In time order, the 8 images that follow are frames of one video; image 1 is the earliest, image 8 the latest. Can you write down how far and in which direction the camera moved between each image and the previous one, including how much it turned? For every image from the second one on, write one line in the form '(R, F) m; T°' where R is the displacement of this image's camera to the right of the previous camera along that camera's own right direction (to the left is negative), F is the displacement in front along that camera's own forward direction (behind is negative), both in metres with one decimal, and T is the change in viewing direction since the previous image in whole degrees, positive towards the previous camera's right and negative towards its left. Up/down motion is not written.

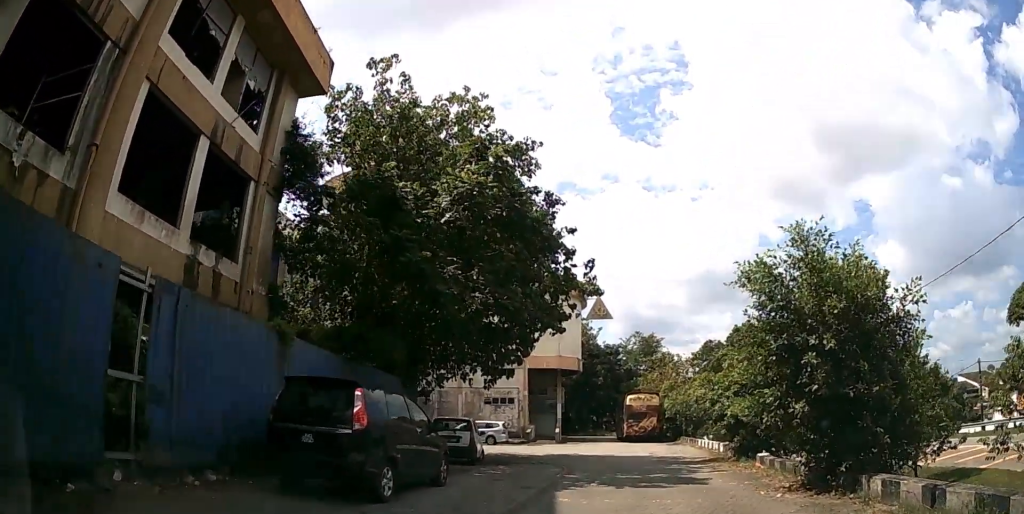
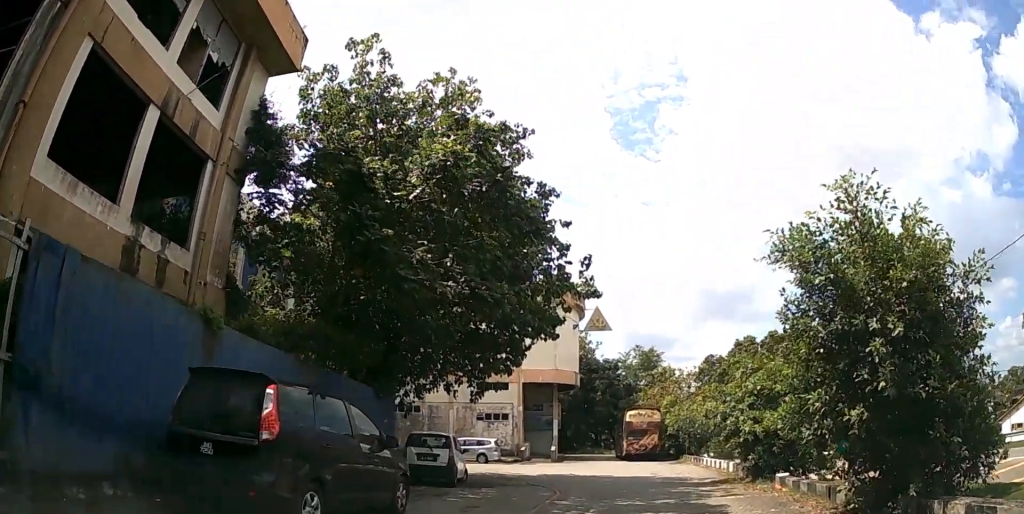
(0.0, +2.0) m; 0°
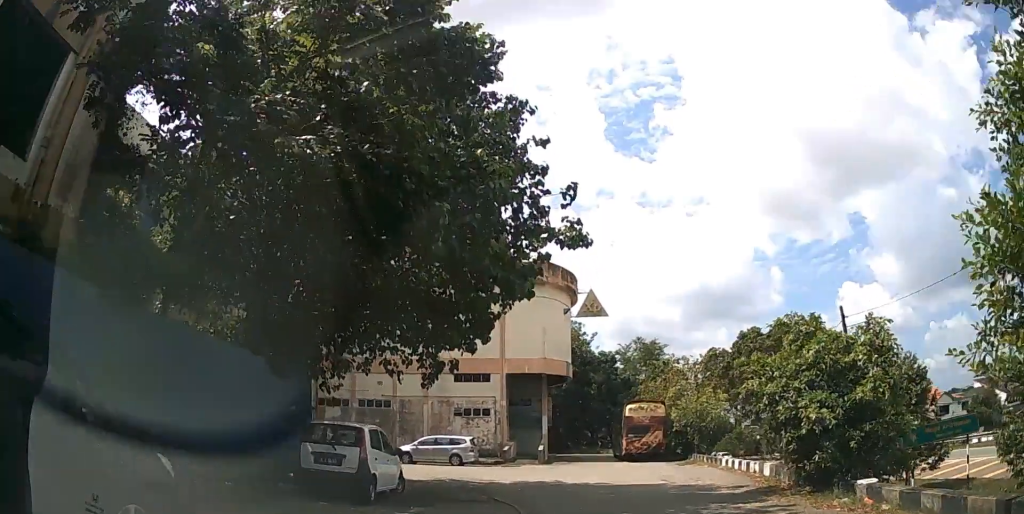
(-0.1, +4.9) m; -4°
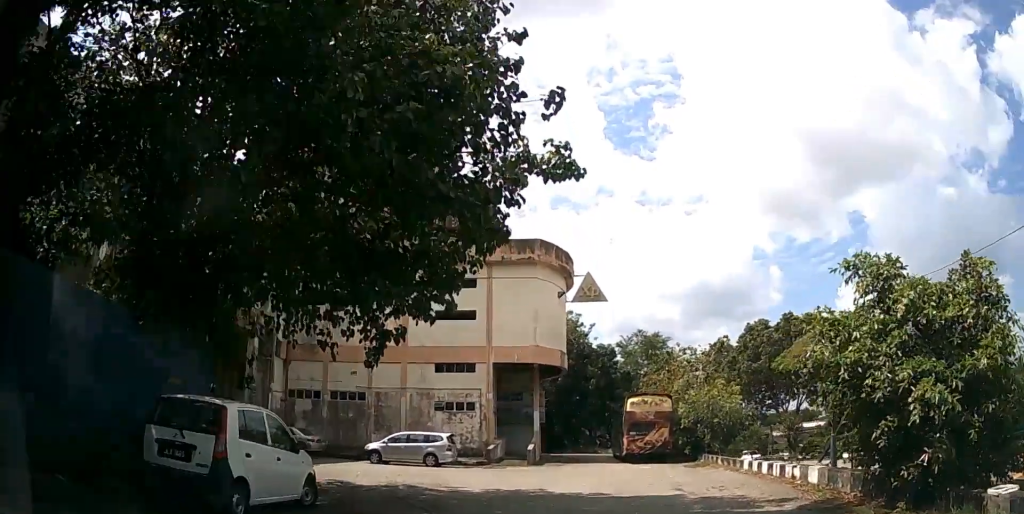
(-0.1, +3.2) m; -2°
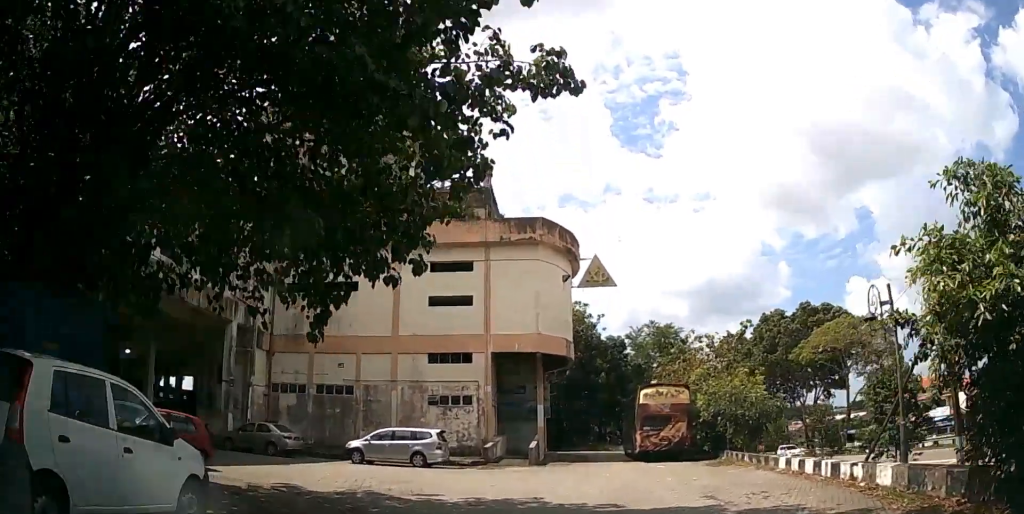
(0.0, +2.5) m; 0°
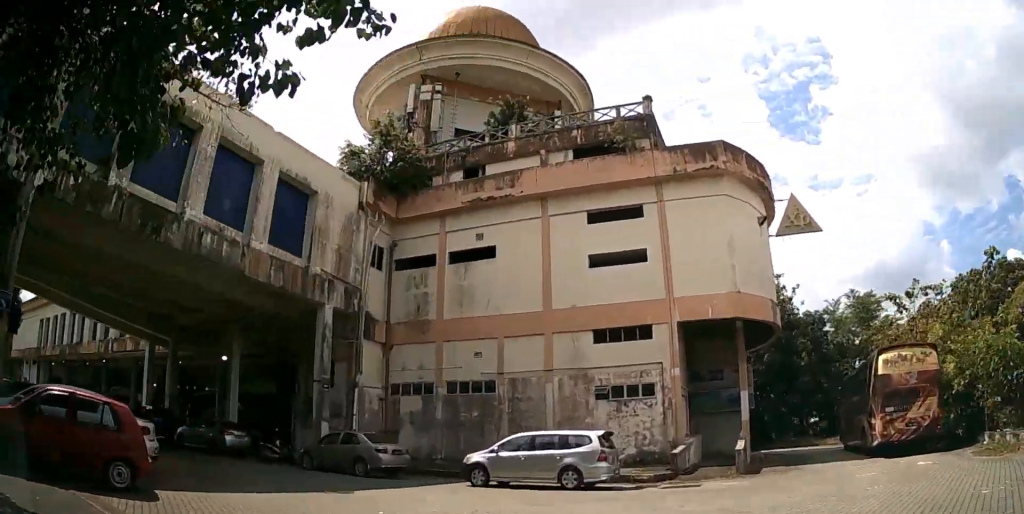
(0.0, +7.0) m; -9°
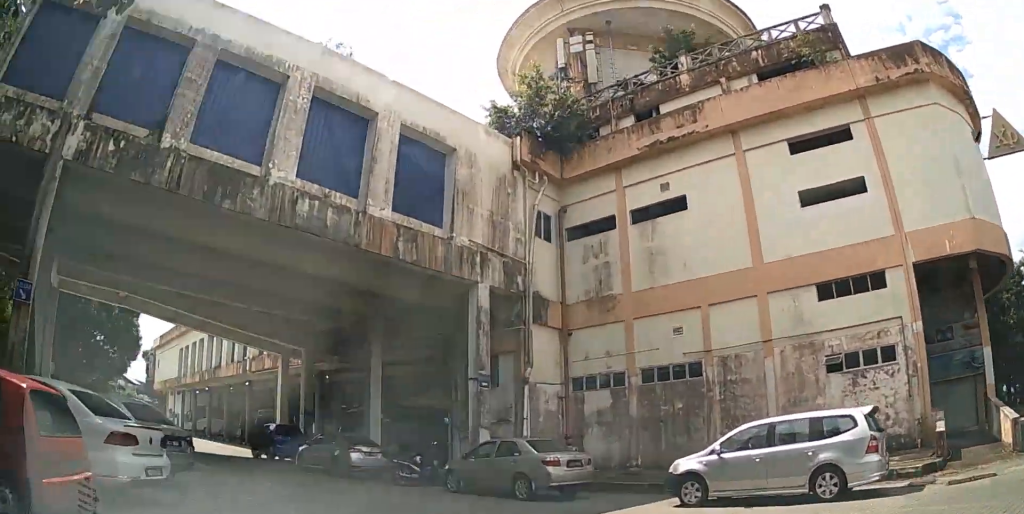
(-0.8, +5.0) m; -14°
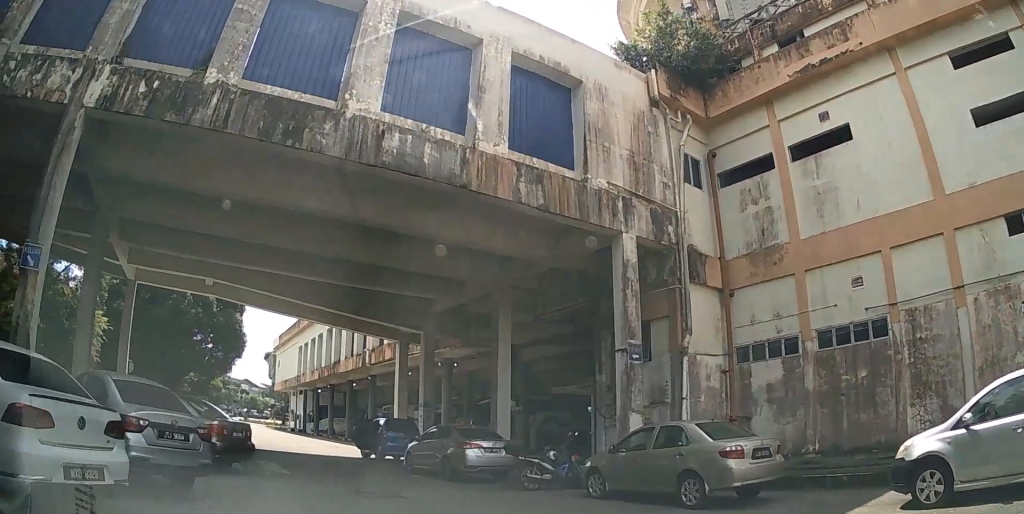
(-0.3, +3.5) m; -12°
